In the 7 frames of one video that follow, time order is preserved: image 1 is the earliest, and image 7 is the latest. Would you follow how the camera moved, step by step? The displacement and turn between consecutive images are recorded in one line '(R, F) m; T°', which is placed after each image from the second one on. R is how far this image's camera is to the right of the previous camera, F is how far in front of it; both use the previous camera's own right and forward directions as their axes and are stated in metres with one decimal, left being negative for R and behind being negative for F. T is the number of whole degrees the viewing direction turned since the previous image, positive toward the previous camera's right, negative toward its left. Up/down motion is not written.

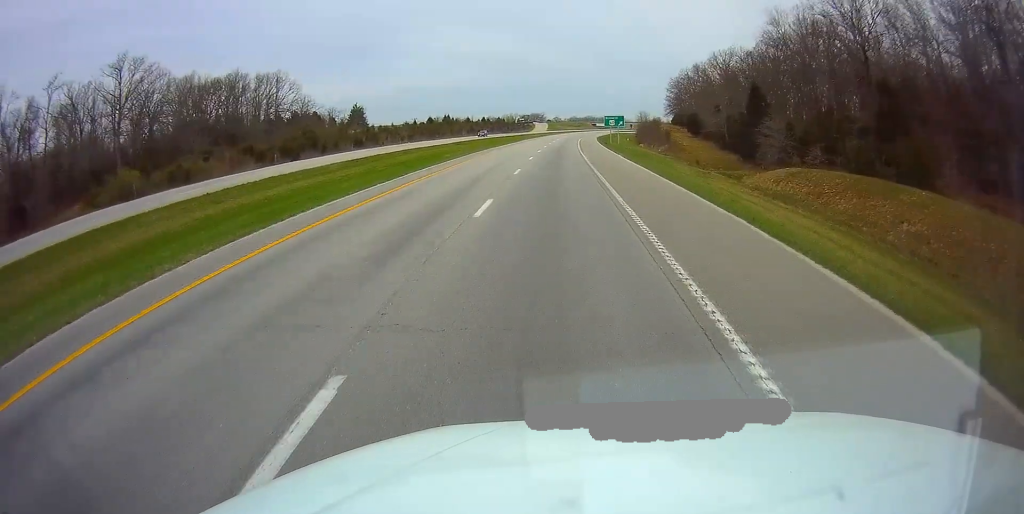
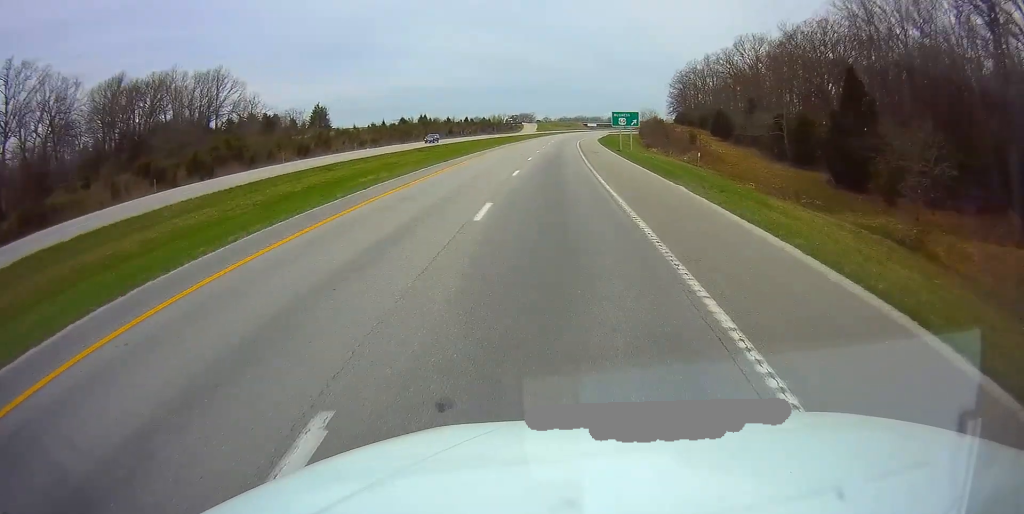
(+0.1, +25.5) m; 0°
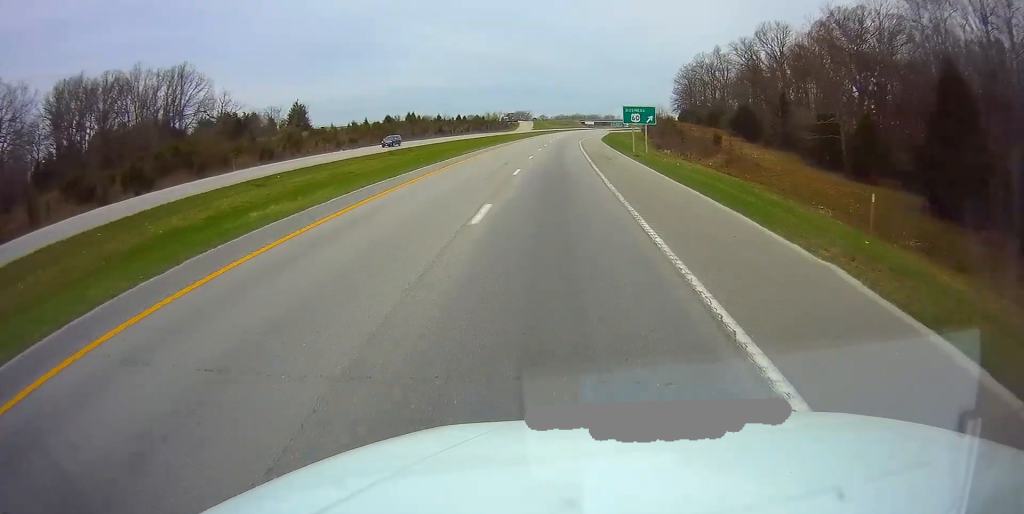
(-0.1, +13.3) m; 0°
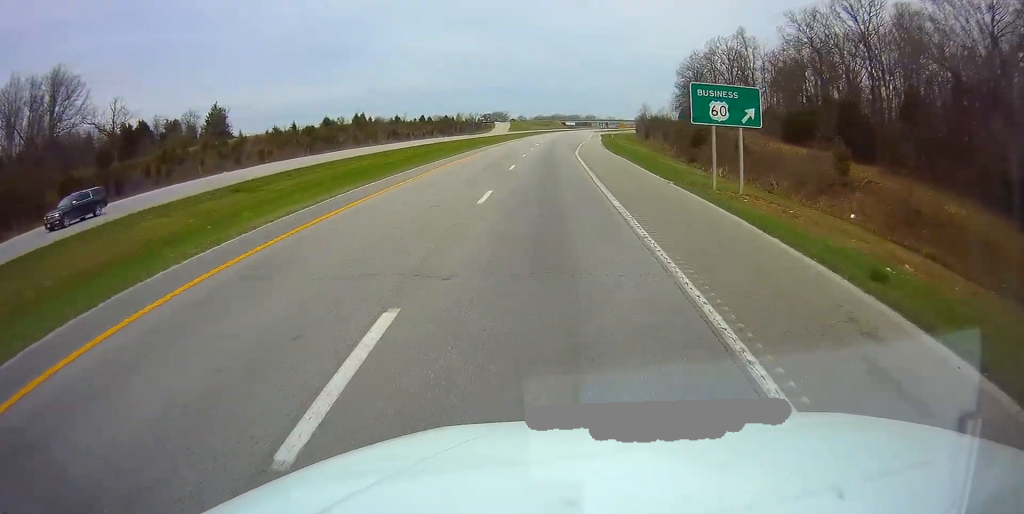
(+0.3, +33.7) m; +1°
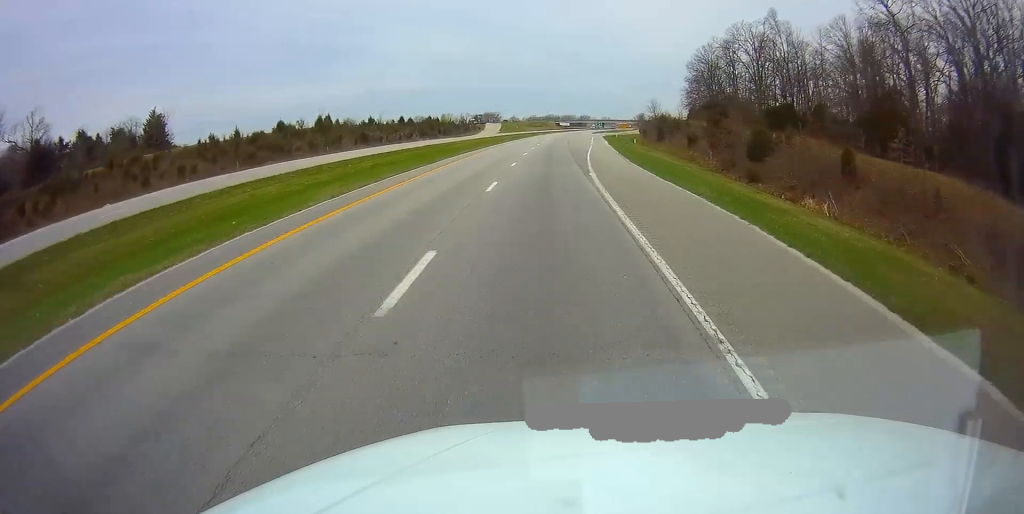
(+0.1, +21.5) m; +1°
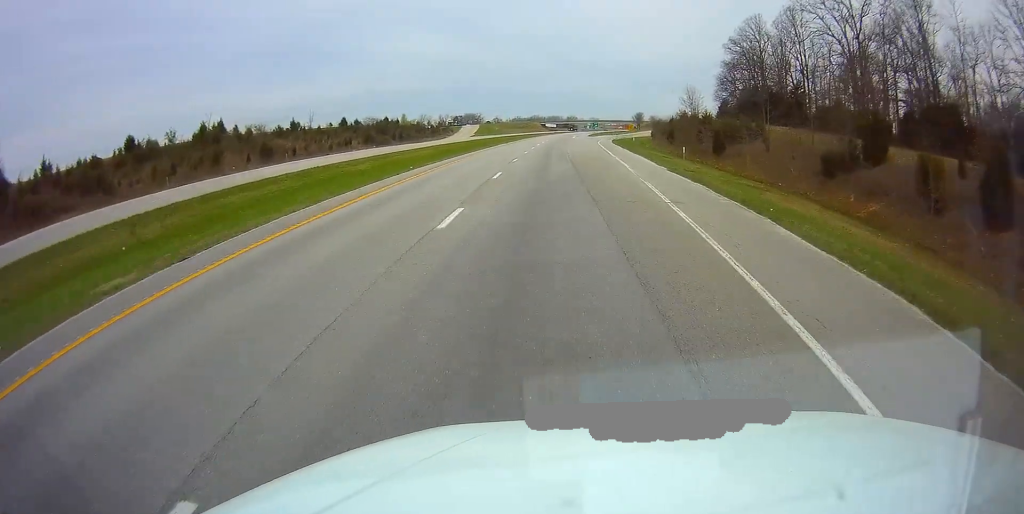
(+1.0, +43.9) m; +2°
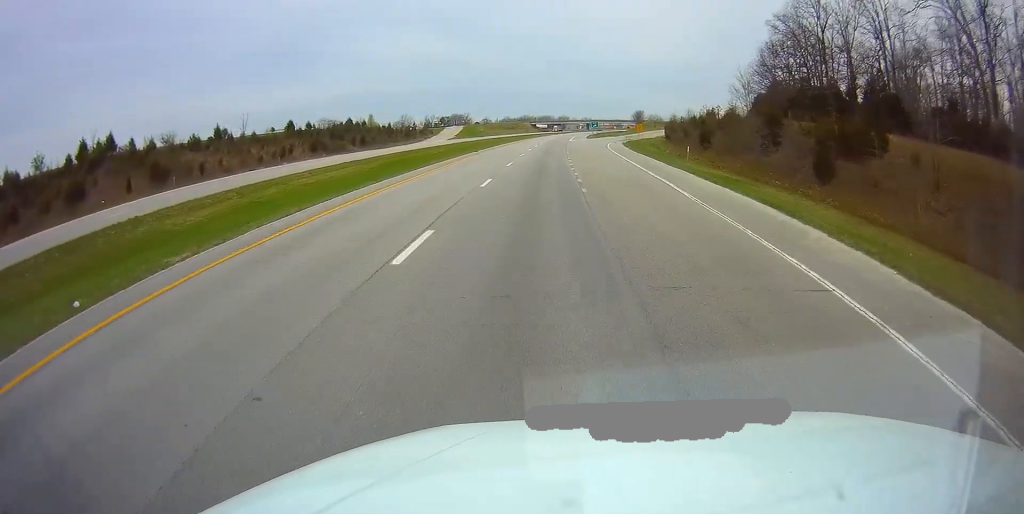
(-0.1, +27.5) m; 0°
